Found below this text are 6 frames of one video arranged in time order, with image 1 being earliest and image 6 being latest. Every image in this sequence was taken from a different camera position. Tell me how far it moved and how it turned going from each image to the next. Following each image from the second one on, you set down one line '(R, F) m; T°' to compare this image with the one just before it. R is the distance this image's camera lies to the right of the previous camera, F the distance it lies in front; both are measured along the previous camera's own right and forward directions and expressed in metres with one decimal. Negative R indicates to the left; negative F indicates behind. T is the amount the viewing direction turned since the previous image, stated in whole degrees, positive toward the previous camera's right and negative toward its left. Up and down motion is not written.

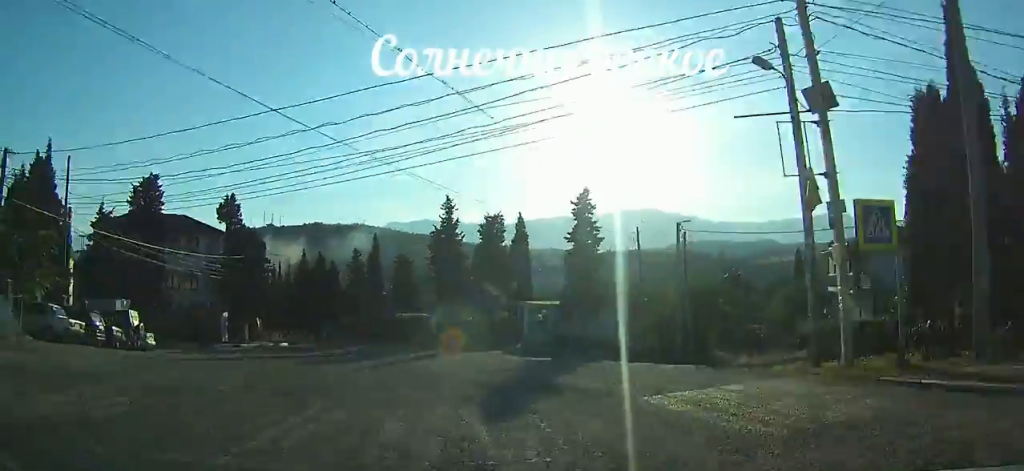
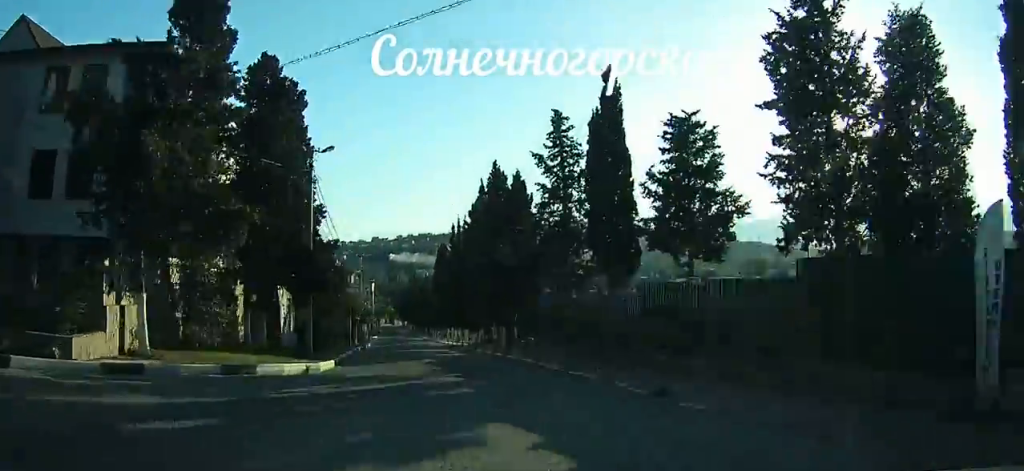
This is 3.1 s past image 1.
(-10.2, +40.5) m; -21°
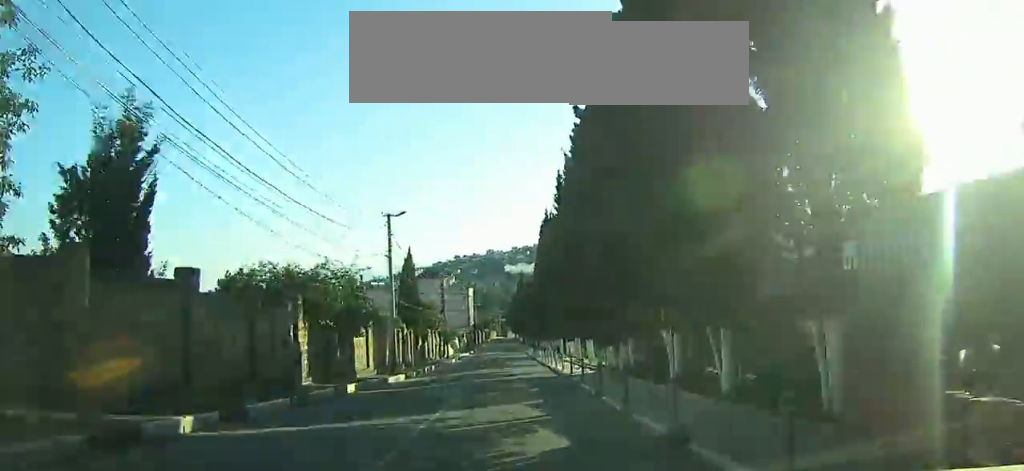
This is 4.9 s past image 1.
(-2.5, +25.1) m; -6°
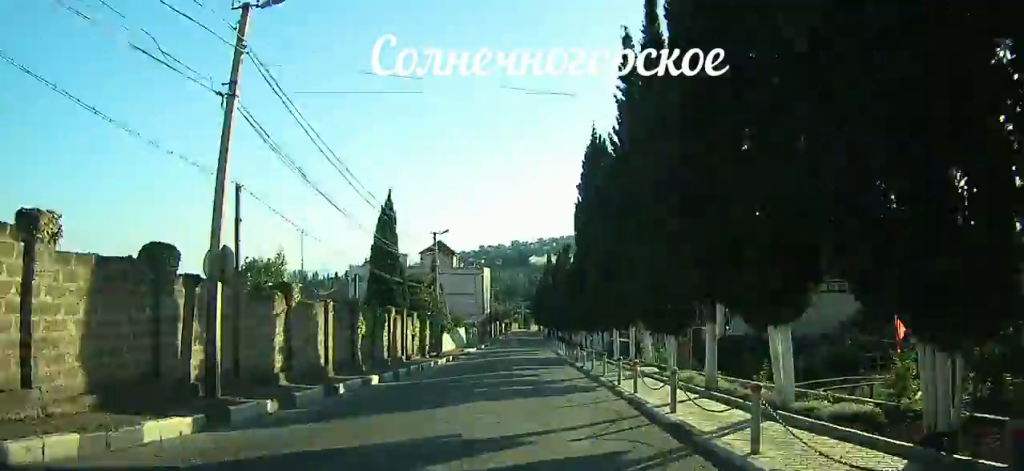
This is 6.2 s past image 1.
(-0.5, +18.4) m; -4°
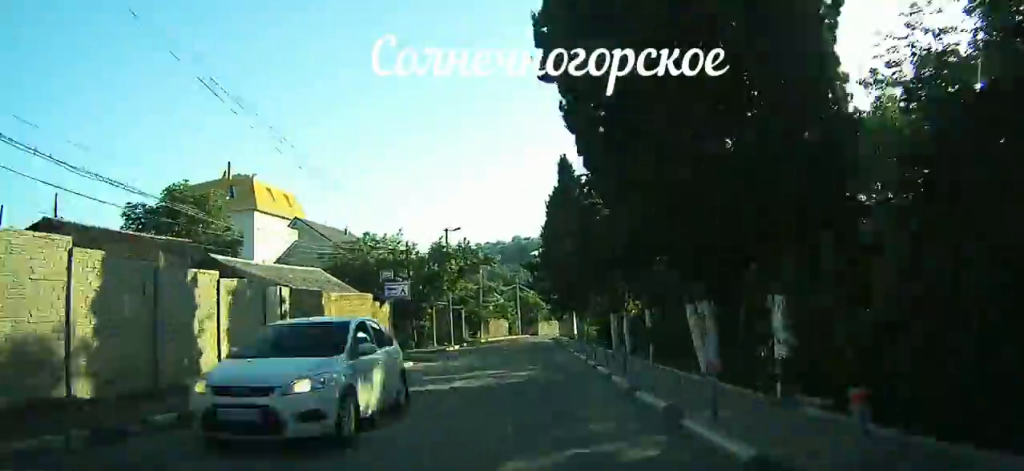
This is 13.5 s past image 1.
(-6.8, +105.9) m; -4°
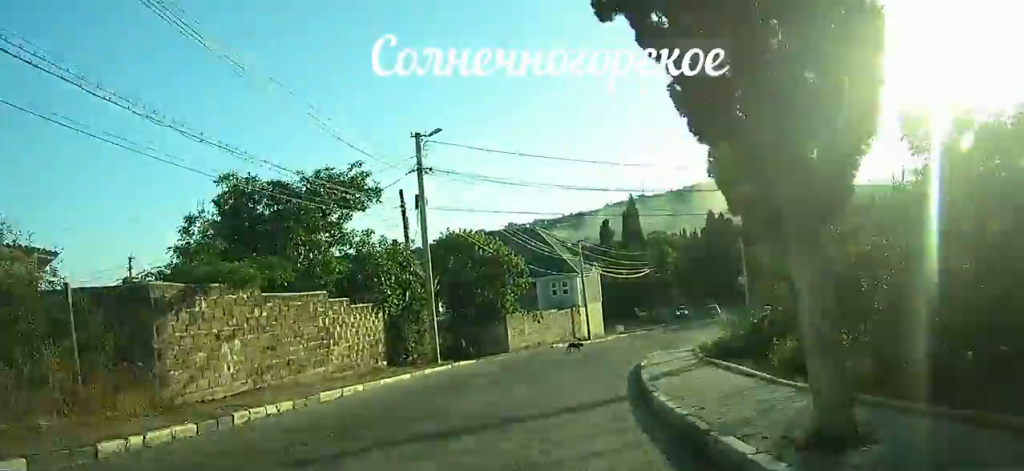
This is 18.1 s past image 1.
(-0.3, +56.1) m; +1°
